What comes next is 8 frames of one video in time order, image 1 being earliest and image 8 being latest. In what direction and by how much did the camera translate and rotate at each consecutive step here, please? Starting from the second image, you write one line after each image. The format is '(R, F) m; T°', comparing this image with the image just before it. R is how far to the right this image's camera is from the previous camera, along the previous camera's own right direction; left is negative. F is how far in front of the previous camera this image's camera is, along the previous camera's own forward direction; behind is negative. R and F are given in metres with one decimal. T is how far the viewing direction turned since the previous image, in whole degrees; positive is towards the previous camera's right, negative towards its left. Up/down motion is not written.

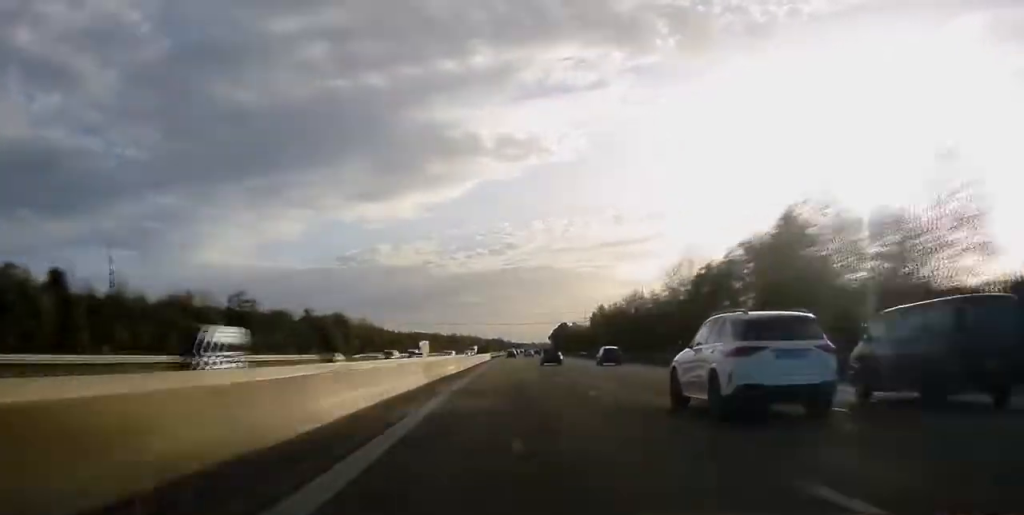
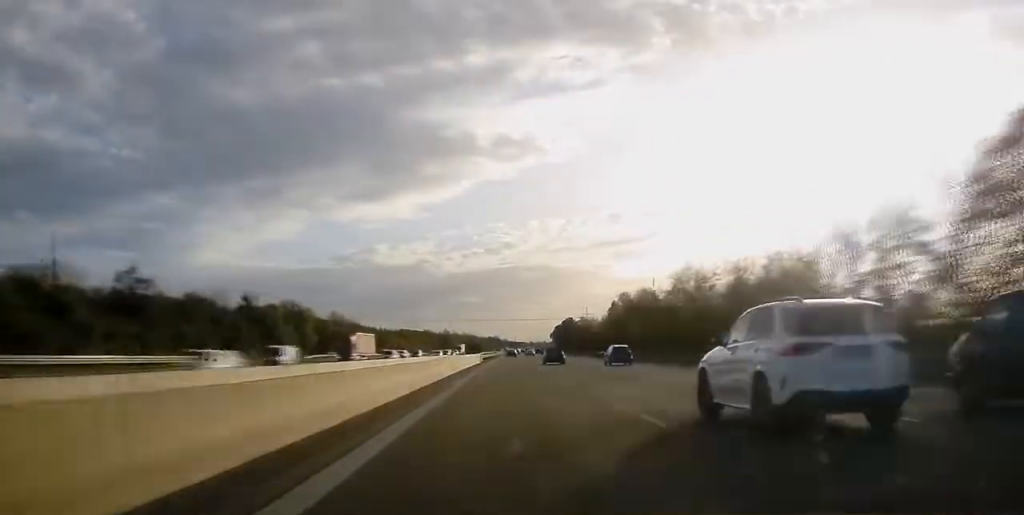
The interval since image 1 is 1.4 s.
(+0.1, +41.7) m; 0°
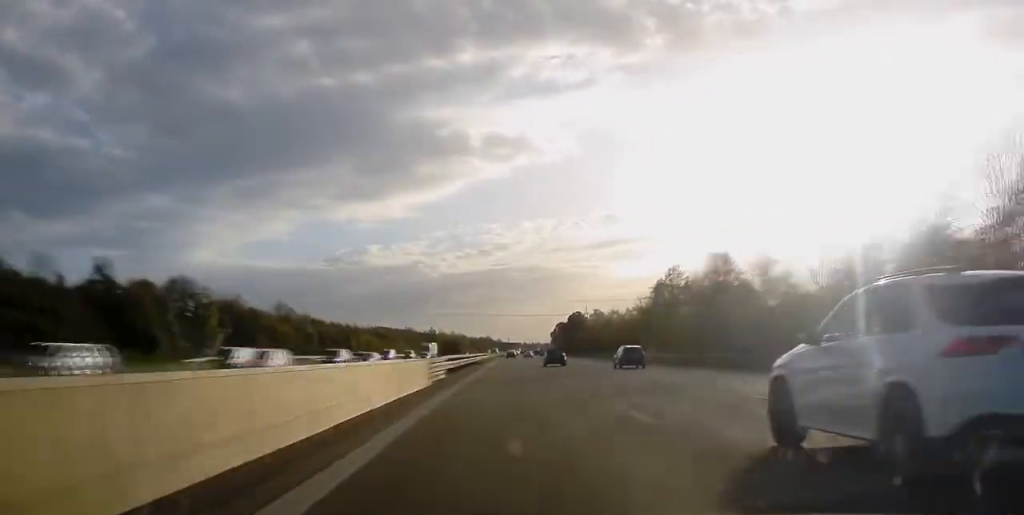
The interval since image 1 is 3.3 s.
(0.0, +52.2) m; 0°
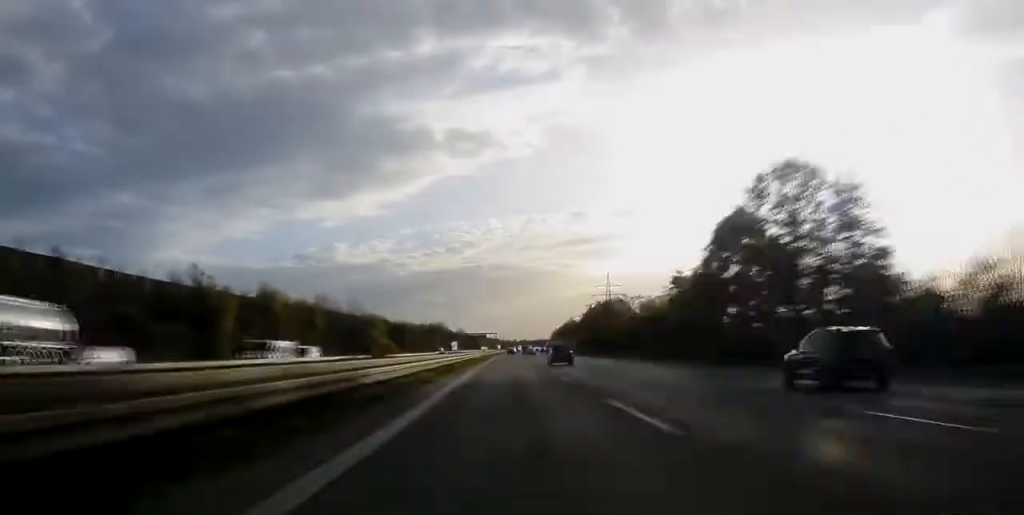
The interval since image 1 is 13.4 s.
(+5.0, +288.4) m; +2°
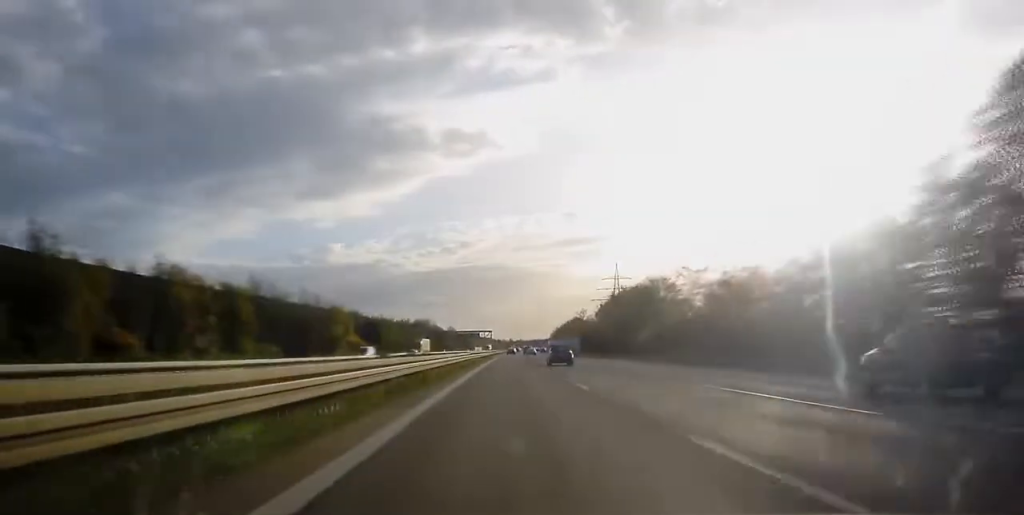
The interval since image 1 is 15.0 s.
(+0.3, +43.1) m; 0°
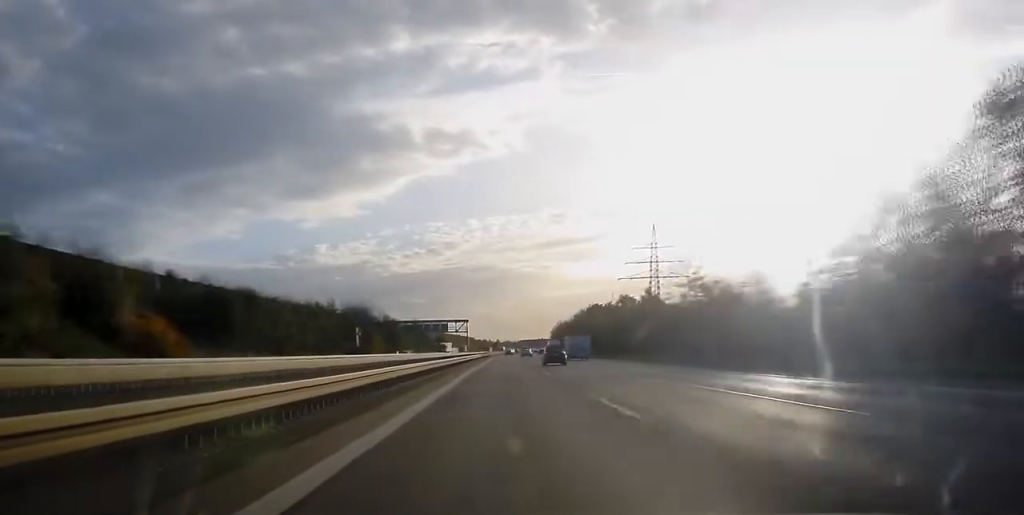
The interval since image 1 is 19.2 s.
(+0.9, +115.8) m; +1°
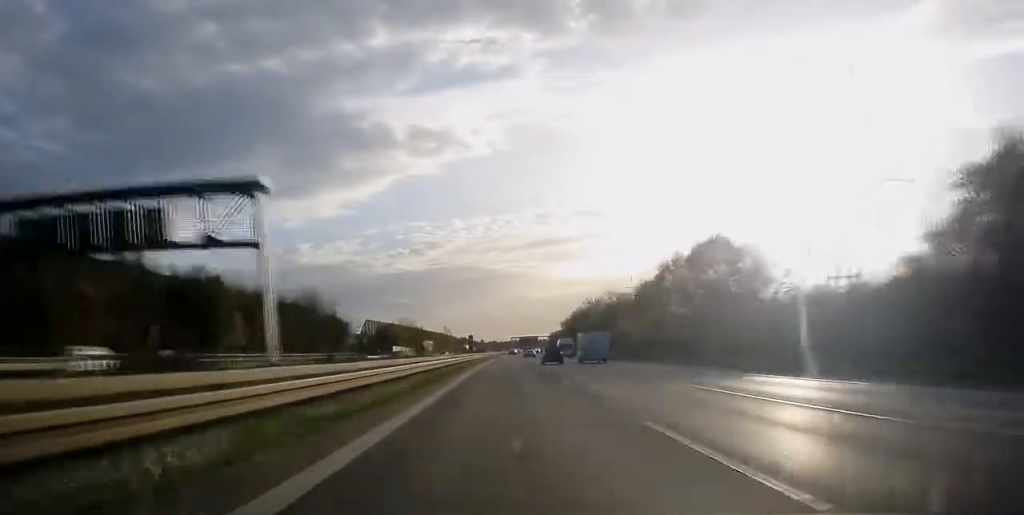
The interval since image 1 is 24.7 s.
(+1.3, +150.8) m; +1°
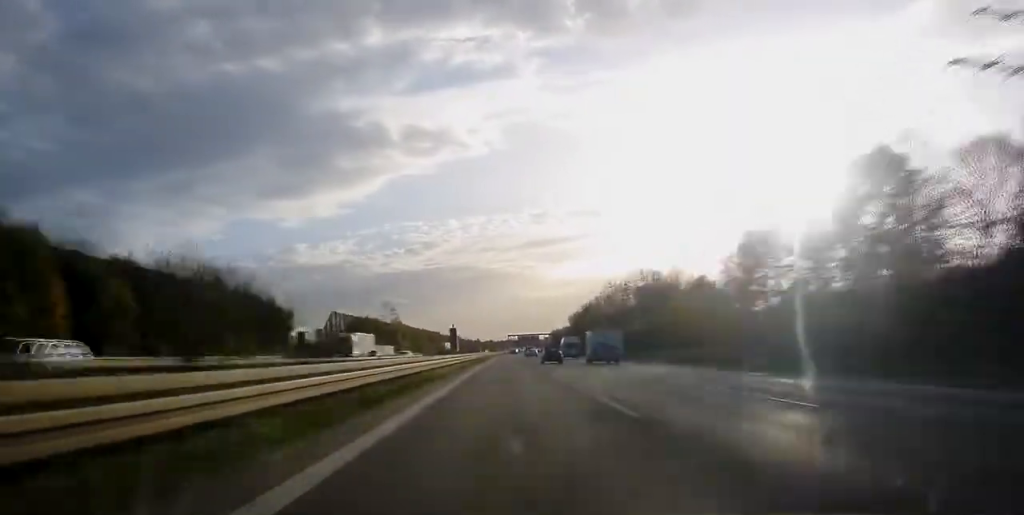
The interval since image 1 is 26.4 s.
(0.0, +46.1) m; 0°
